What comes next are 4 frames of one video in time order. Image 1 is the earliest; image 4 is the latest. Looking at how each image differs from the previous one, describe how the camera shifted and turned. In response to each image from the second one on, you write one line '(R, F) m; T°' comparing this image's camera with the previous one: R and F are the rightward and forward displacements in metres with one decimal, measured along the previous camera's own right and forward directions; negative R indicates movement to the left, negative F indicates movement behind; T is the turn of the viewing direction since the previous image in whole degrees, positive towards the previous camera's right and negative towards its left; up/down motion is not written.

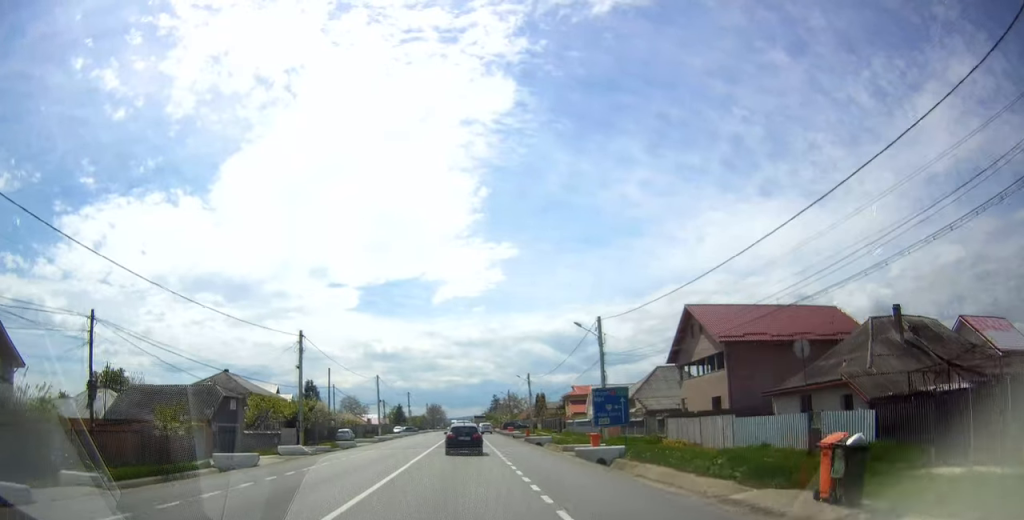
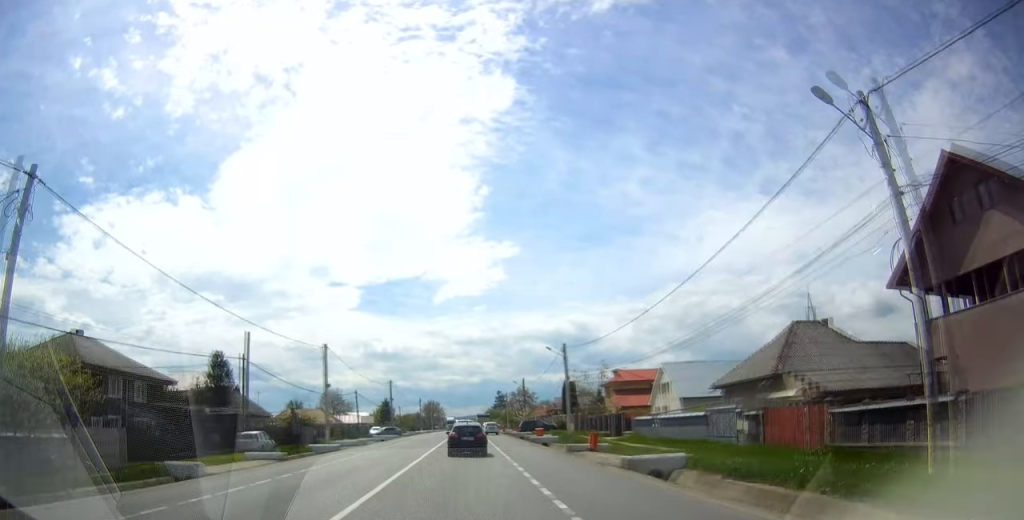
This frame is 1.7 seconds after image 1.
(-0.2, +28.4) m; +1°
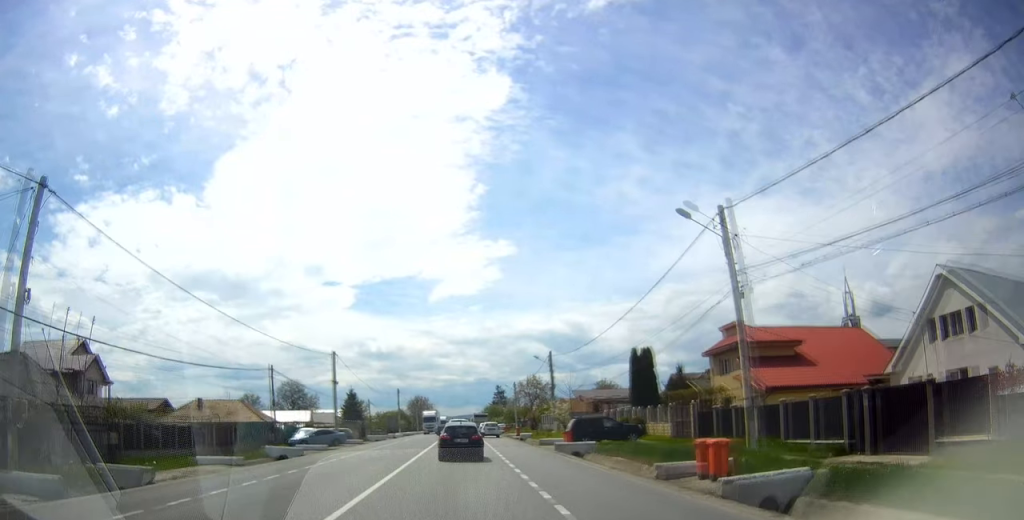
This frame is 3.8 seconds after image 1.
(+0.2, +34.2) m; -1°
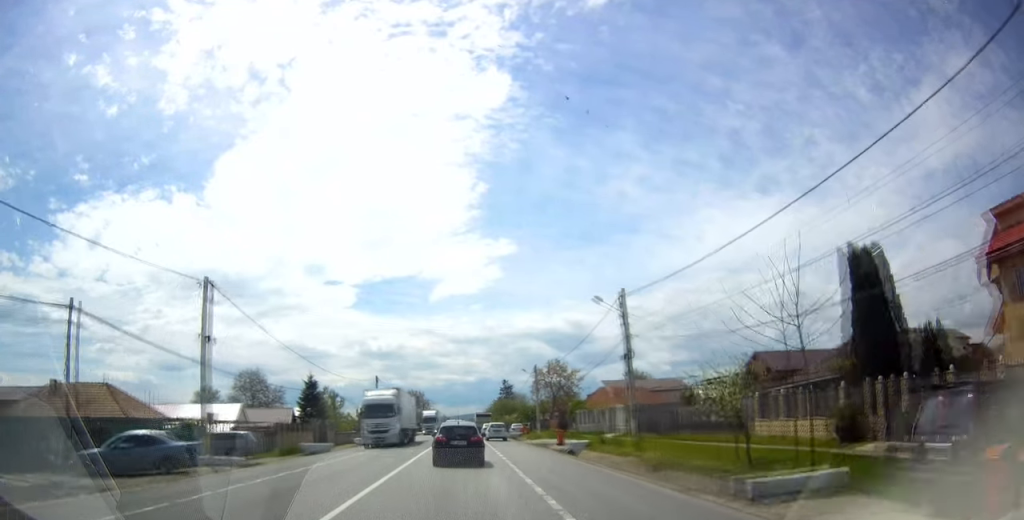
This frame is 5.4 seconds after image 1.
(-0.4, +27.7) m; 0°
